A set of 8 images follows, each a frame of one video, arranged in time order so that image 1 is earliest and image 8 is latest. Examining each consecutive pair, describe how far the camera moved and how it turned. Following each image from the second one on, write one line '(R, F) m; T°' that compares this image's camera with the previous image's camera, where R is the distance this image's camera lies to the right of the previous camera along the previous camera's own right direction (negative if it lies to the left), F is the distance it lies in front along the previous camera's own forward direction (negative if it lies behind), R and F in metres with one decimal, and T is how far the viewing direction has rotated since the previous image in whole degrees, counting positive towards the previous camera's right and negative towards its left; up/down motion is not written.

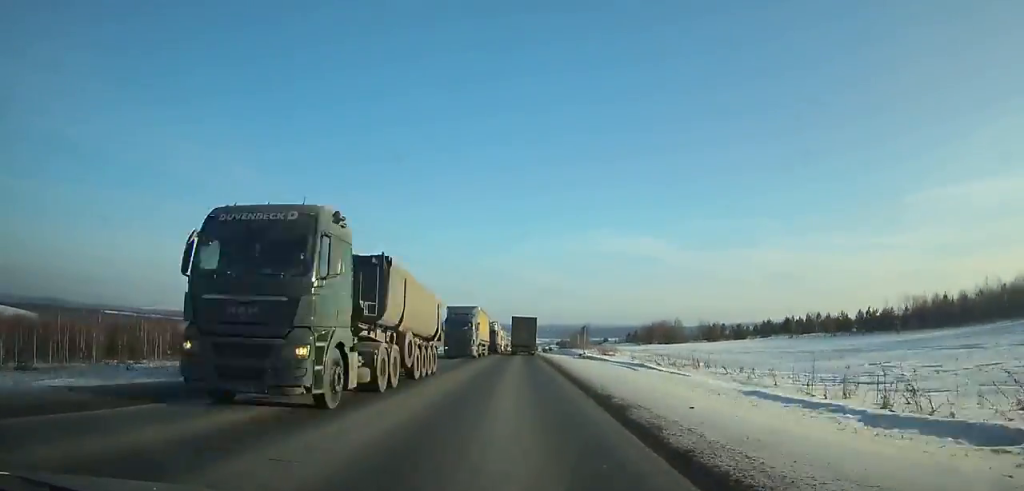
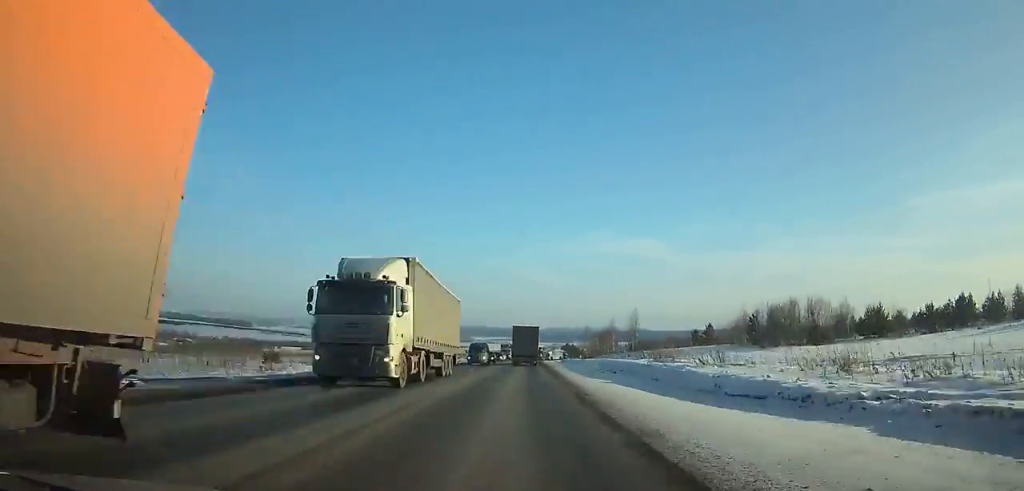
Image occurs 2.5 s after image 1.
(+0.3, +58.9) m; +1°
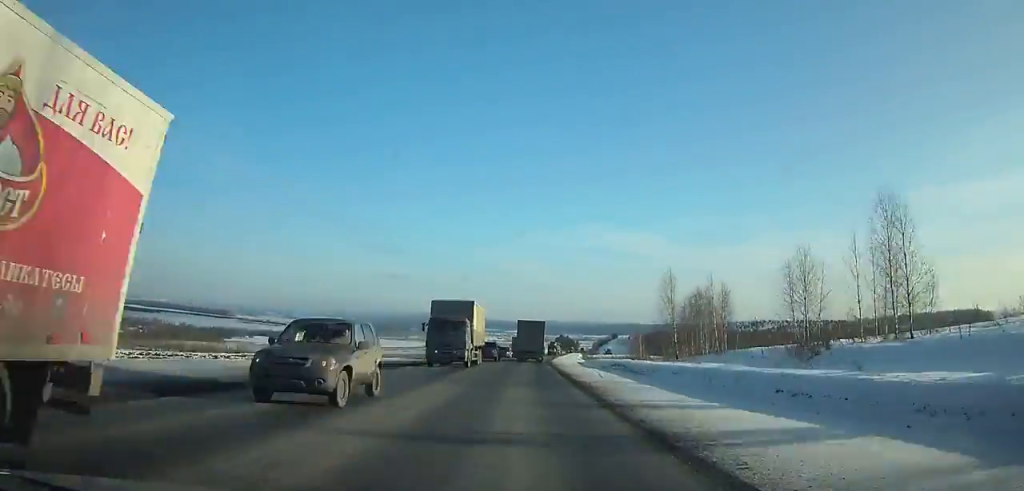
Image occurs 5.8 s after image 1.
(+0.8, +79.2) m; +2°
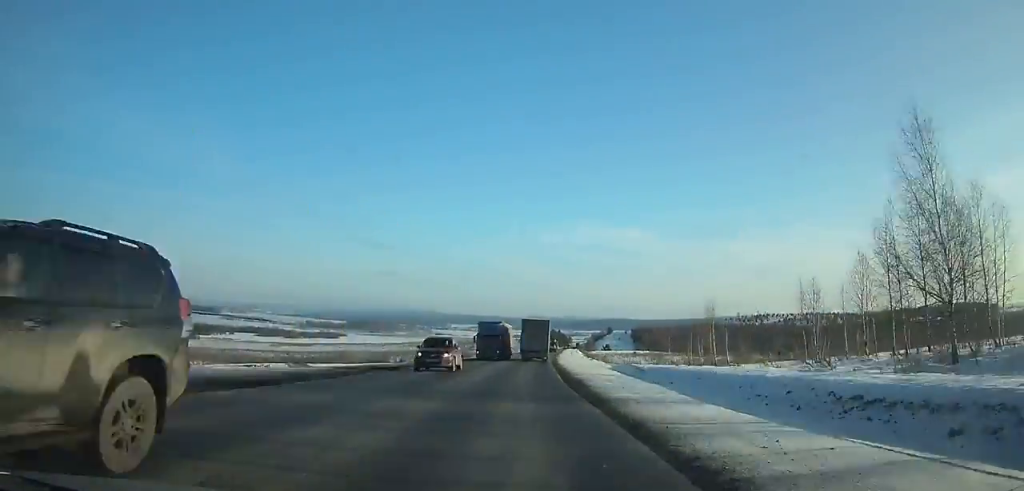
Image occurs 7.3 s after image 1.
(+0.2, +36.3) m; +1°
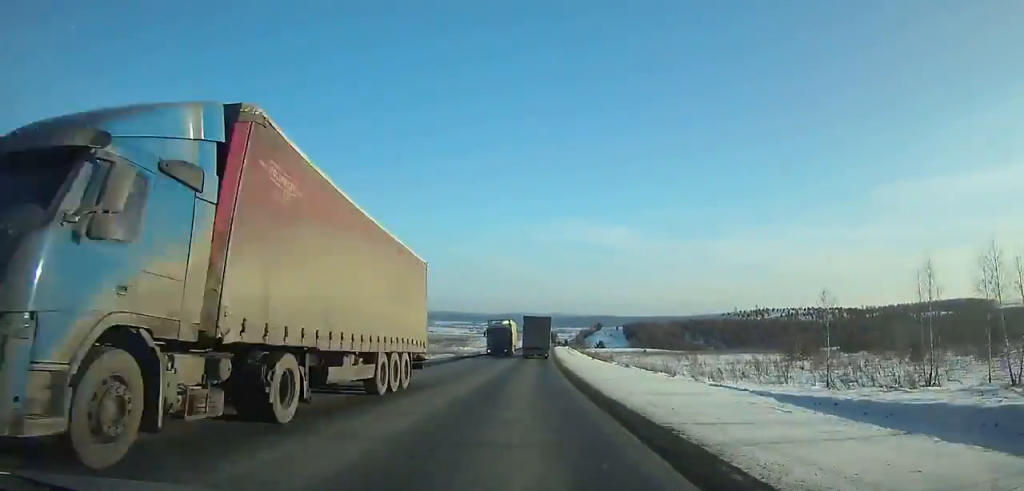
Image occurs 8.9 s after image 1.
(+0.7, +38.9) m; +1°
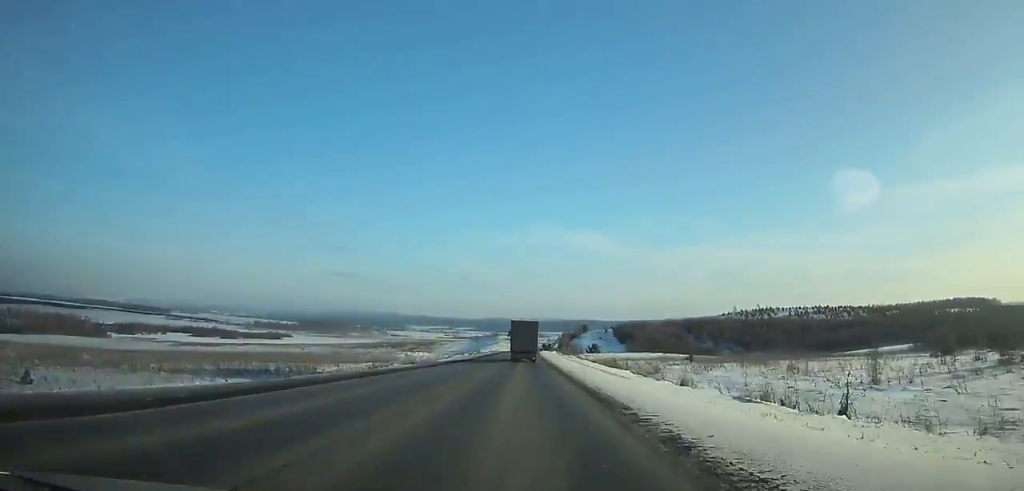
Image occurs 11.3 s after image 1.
(+0.9, +58.6) m; +1°
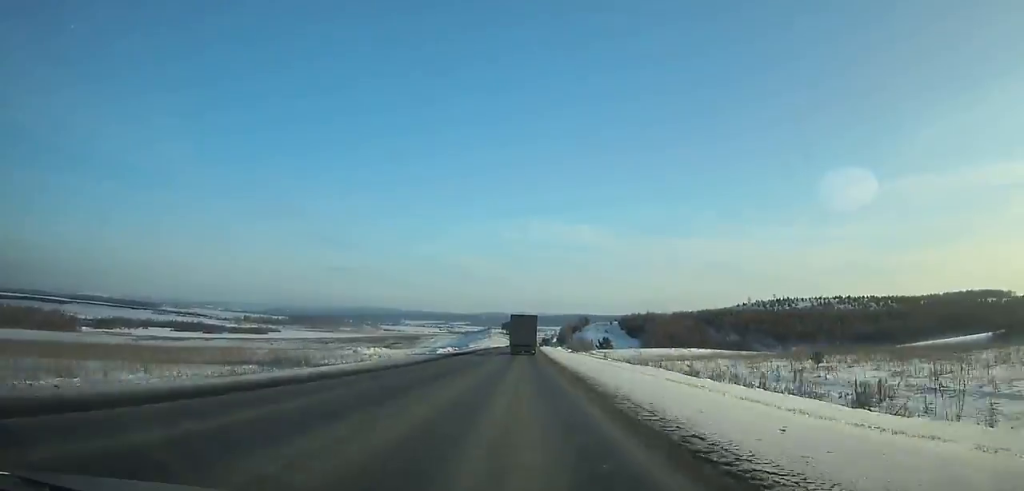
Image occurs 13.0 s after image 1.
(+0.2, +41.6) m; +1°
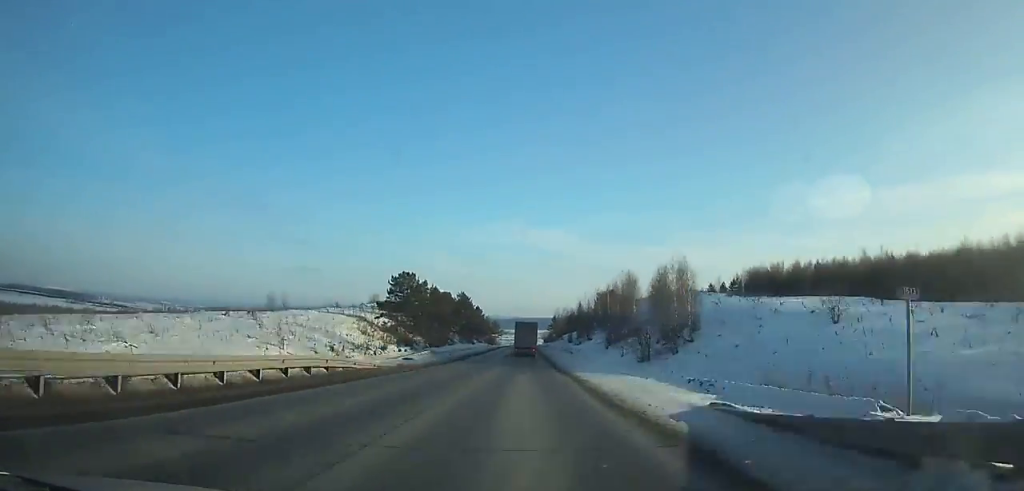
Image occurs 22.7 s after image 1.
(+7.4, +243.0) m; +3°
